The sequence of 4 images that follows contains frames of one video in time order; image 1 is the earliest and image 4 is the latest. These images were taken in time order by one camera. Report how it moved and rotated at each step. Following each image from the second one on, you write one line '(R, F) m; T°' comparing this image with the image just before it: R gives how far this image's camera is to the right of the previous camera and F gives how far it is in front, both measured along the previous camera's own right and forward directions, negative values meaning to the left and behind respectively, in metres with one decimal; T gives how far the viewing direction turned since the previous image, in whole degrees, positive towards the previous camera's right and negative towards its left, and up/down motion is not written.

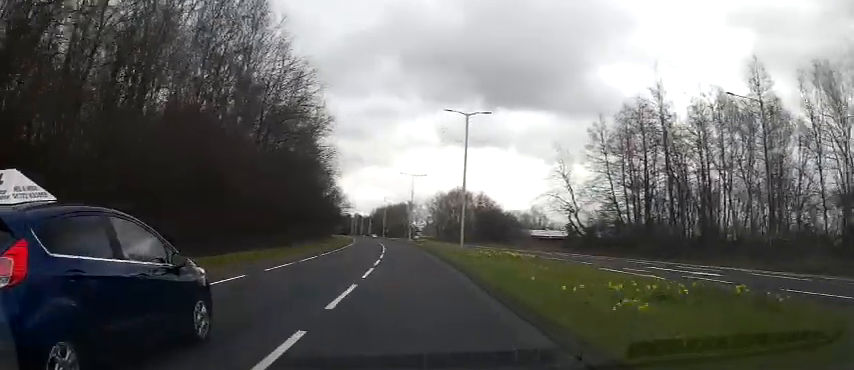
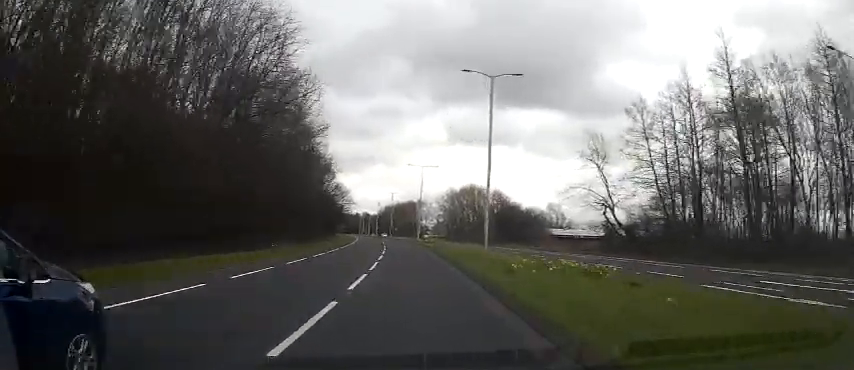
(-0.1, +9.6) m; -2°
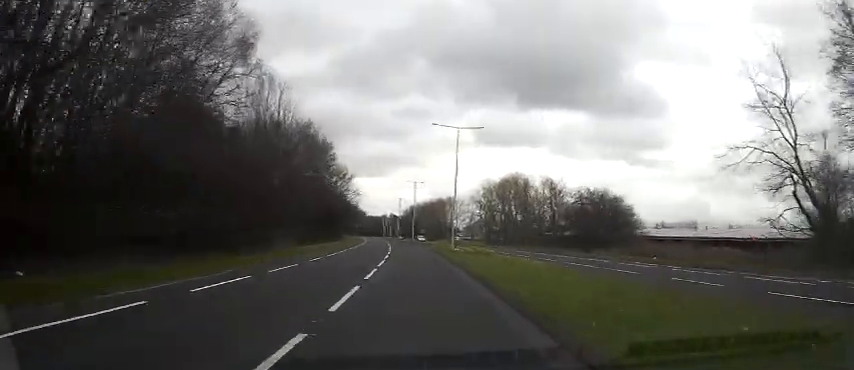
(-1.0, +26.8) m; -4°
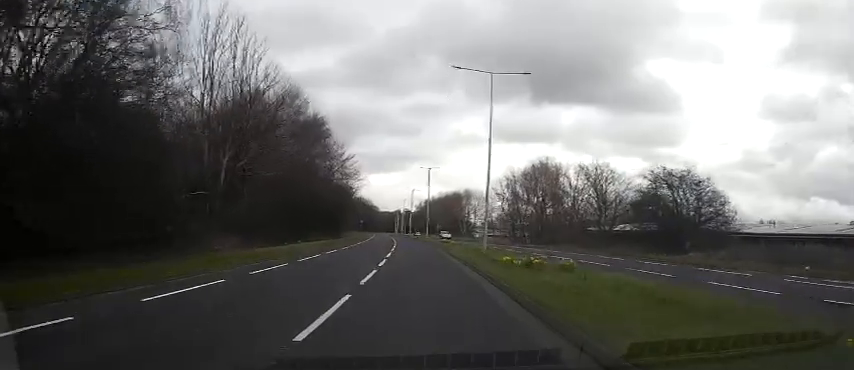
(0.0, +14.6) m; 0°
